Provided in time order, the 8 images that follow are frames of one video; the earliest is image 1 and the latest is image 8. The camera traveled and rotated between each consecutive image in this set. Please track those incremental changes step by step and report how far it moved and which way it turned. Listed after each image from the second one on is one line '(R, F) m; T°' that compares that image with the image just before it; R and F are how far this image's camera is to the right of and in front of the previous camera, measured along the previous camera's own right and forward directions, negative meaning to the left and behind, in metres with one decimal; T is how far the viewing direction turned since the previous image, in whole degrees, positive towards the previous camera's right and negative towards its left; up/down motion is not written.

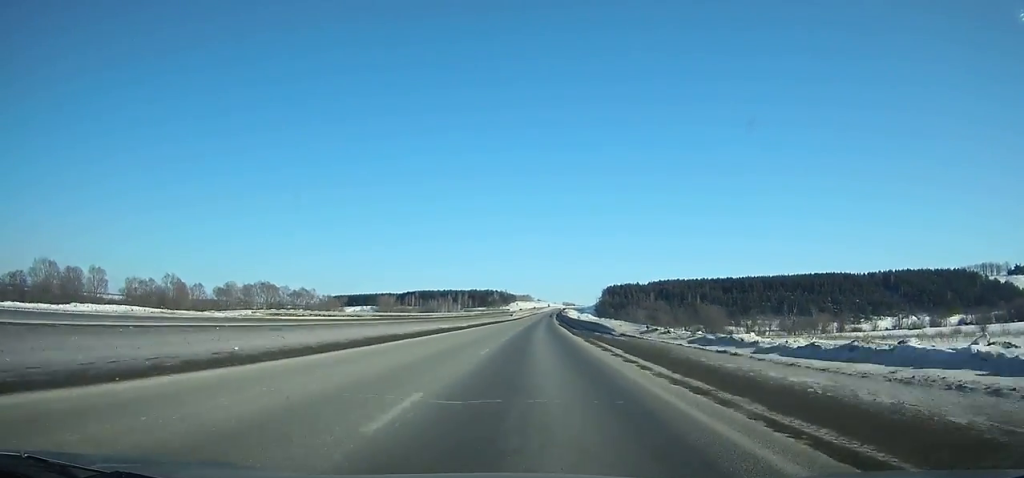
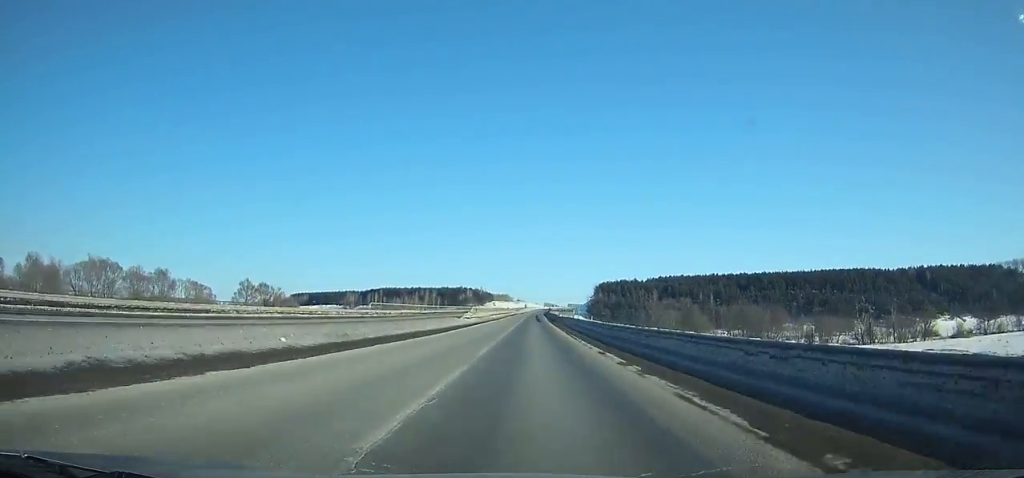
(+1.5, +76.7) m; +2°
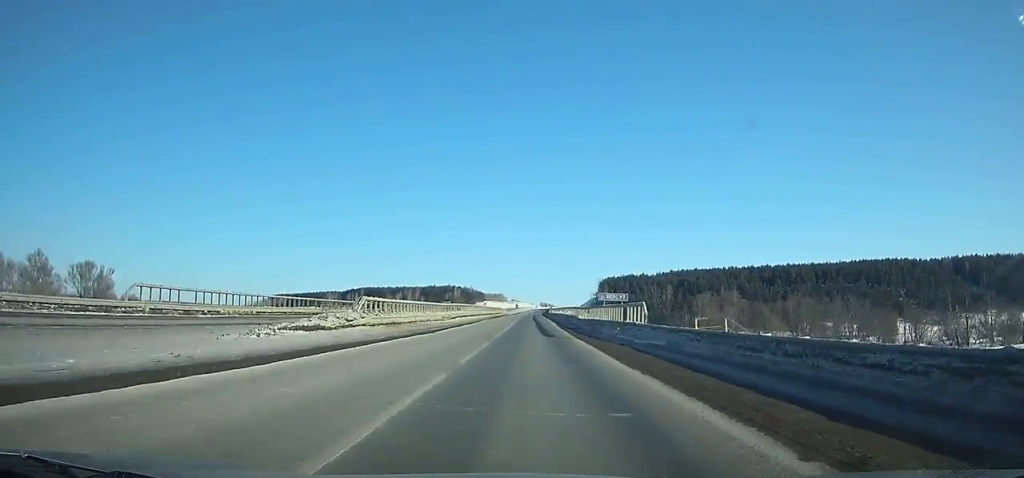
(+0.6, +47.8) m; +1°
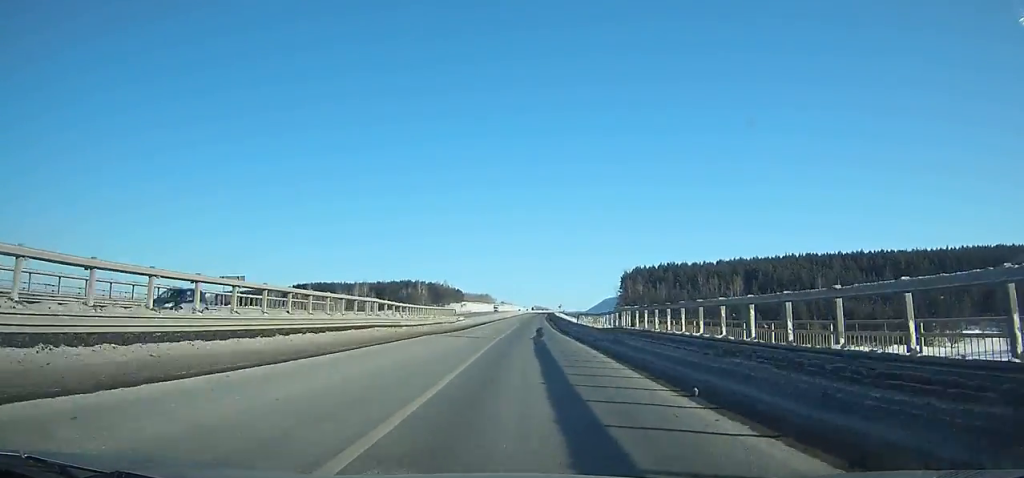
(+1.1, +117.3) m; +1°
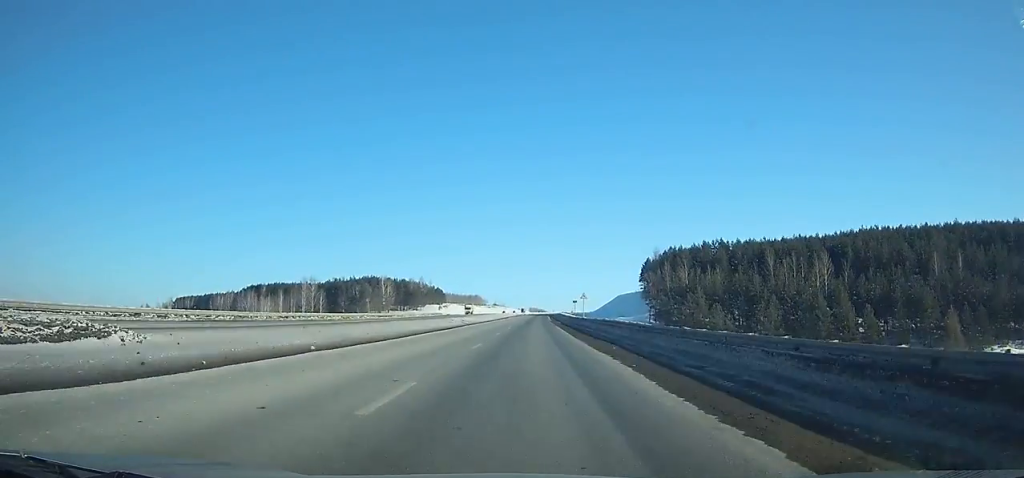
(+0.3, +68.5) m; +1°
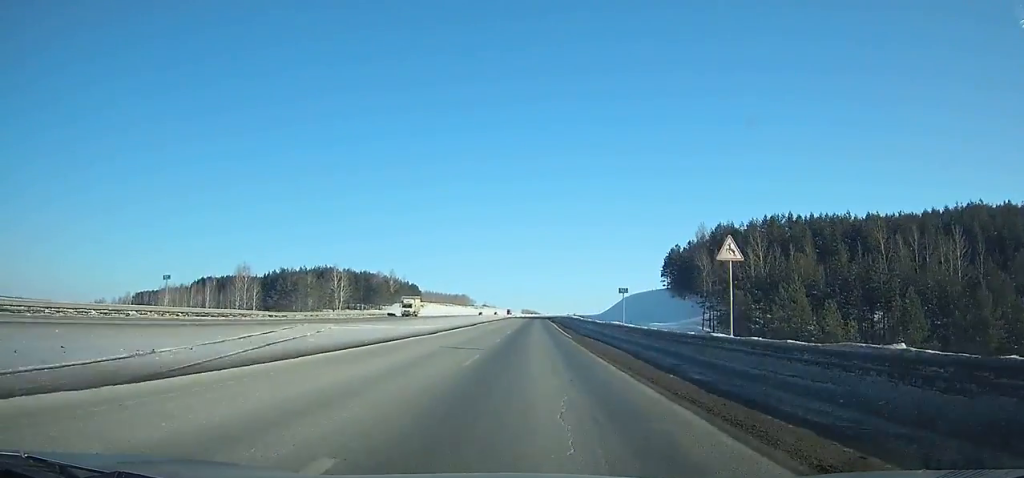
(+0.4, +53.1) m; +1°
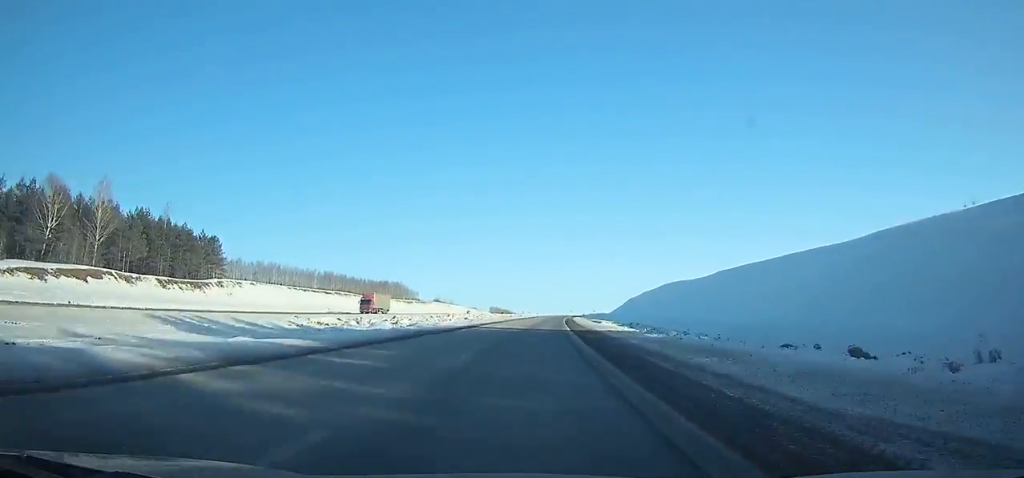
(+3.3, +173.0) m; +3°
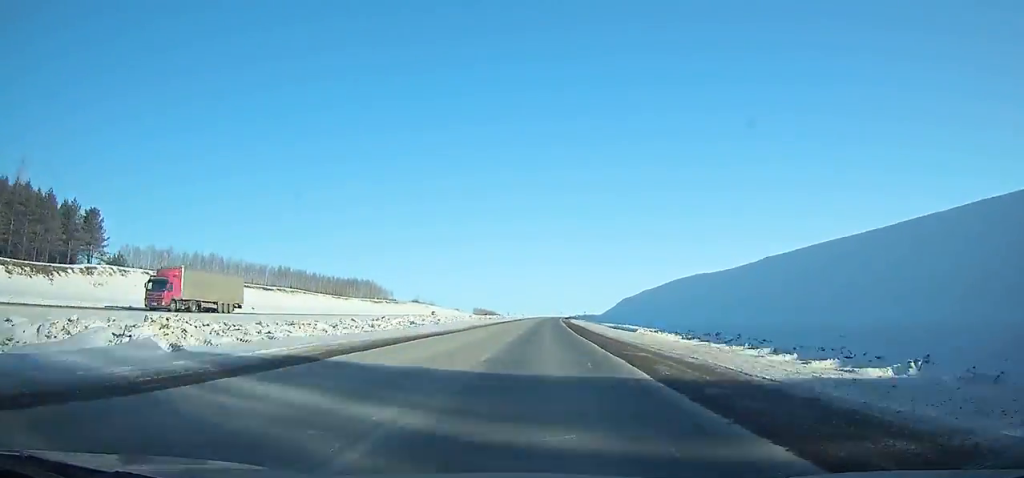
(+0.5, +32.8) m; +1°
